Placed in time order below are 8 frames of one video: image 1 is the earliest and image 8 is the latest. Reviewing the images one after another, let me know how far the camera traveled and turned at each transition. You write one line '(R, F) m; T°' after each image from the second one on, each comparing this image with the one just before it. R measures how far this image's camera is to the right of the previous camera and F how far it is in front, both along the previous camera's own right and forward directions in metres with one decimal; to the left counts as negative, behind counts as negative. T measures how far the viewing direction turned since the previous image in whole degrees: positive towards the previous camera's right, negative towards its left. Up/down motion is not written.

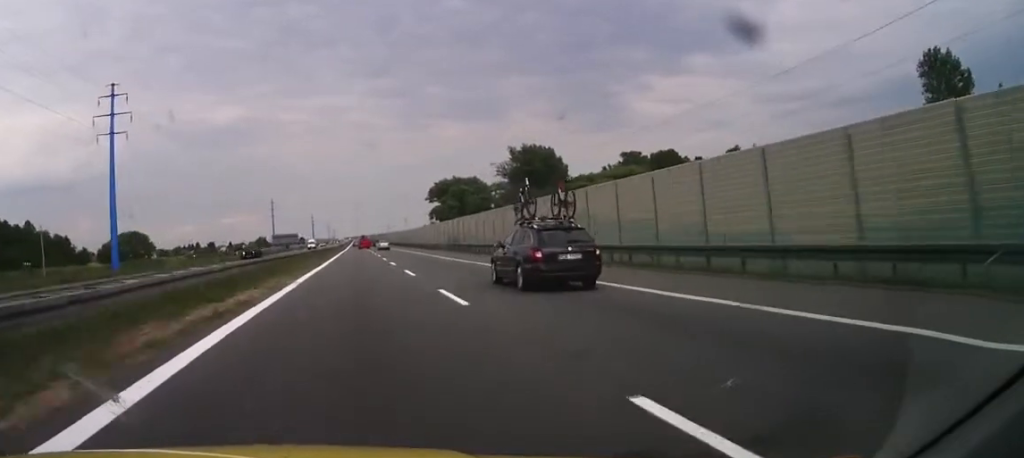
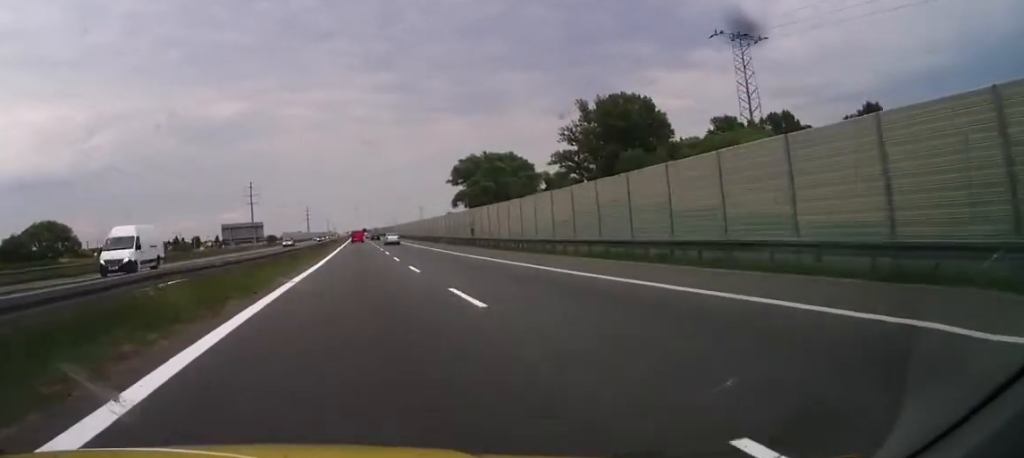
(+0.3, +85.5) m; 0°
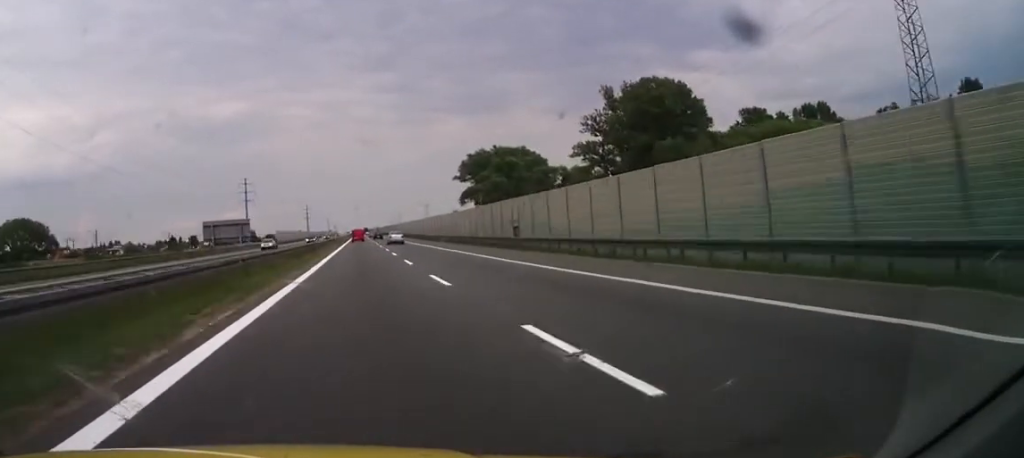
(0.0, +18.6) m; 0°
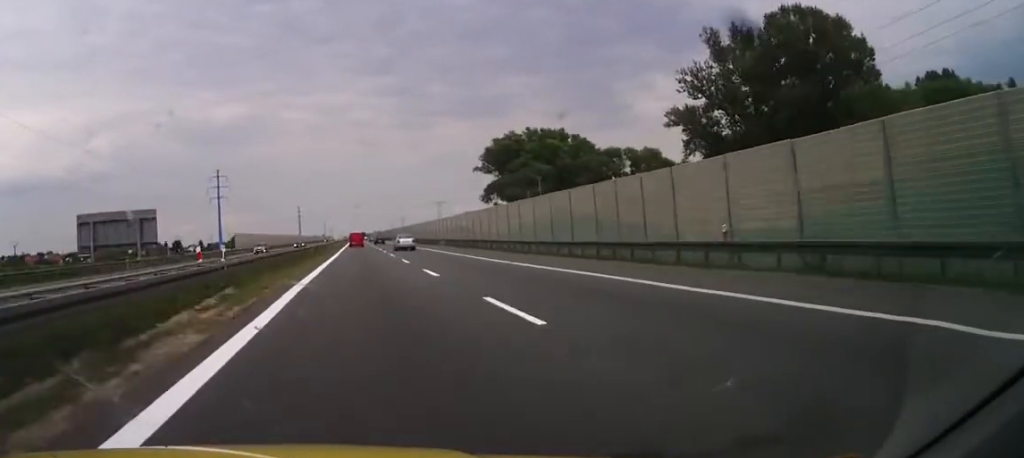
(0.0, +55.7) m; 0°
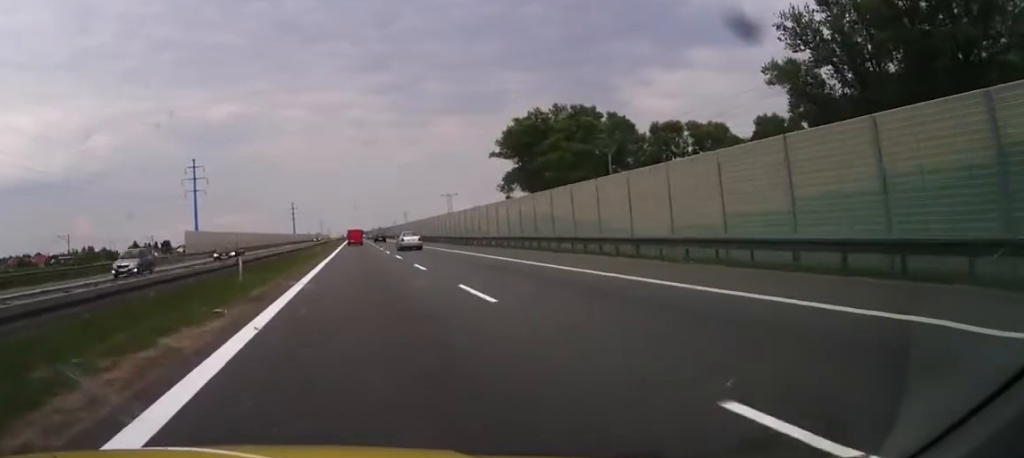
(0.0, +33.0) m; 0°
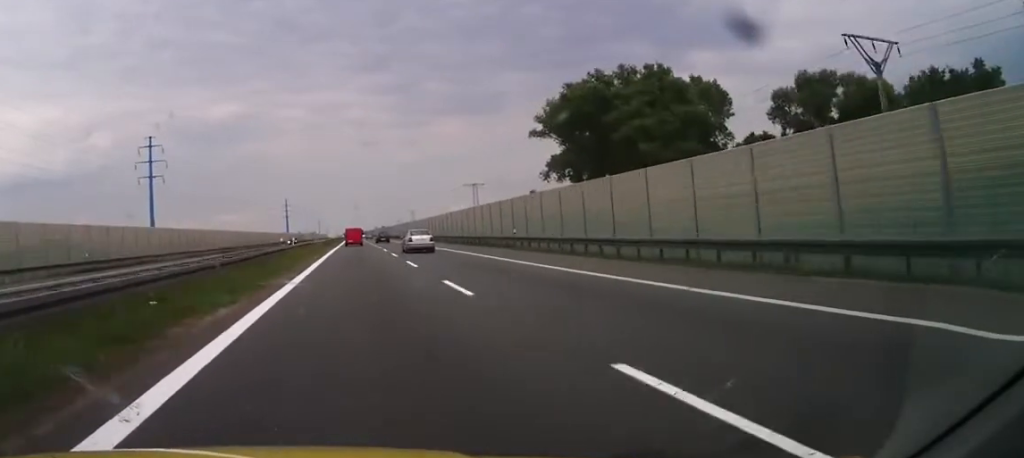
(-0.3, +47.2) m; 0°
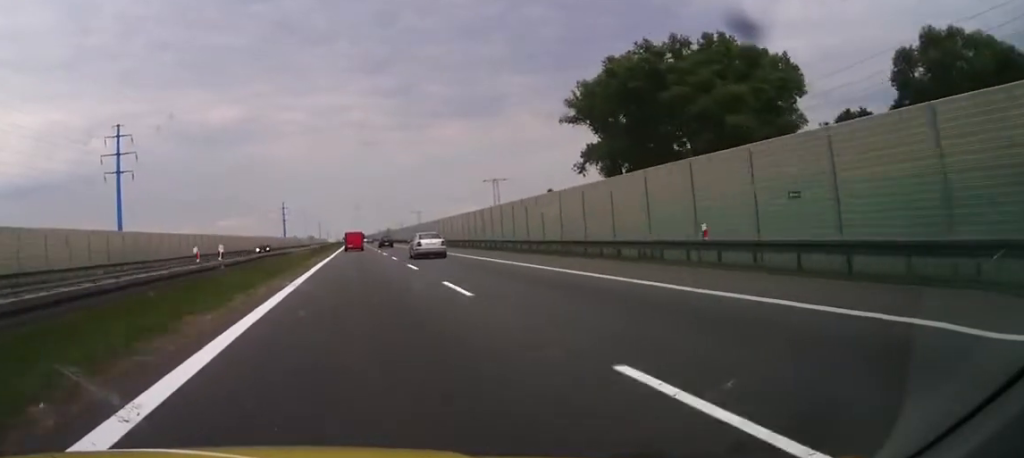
(-0.2, +24.8) m; 0°
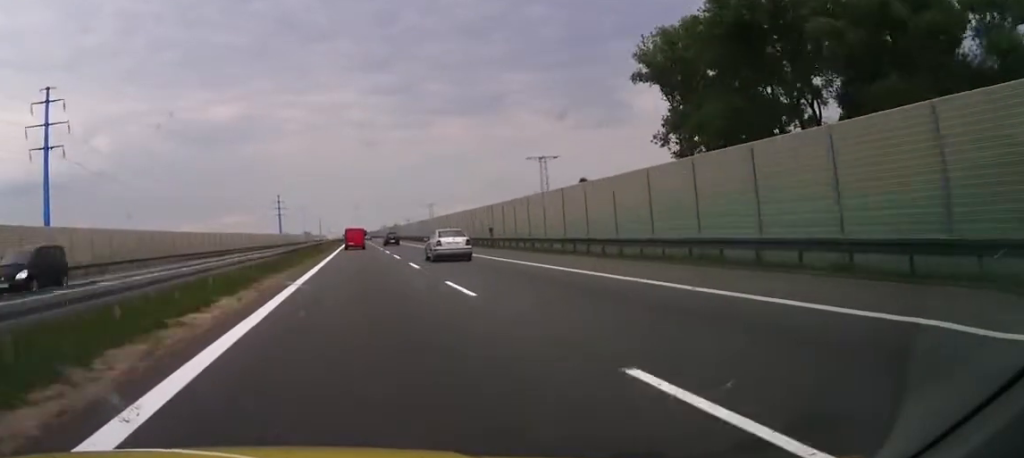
(+0.4, +37.5) m; +1°
